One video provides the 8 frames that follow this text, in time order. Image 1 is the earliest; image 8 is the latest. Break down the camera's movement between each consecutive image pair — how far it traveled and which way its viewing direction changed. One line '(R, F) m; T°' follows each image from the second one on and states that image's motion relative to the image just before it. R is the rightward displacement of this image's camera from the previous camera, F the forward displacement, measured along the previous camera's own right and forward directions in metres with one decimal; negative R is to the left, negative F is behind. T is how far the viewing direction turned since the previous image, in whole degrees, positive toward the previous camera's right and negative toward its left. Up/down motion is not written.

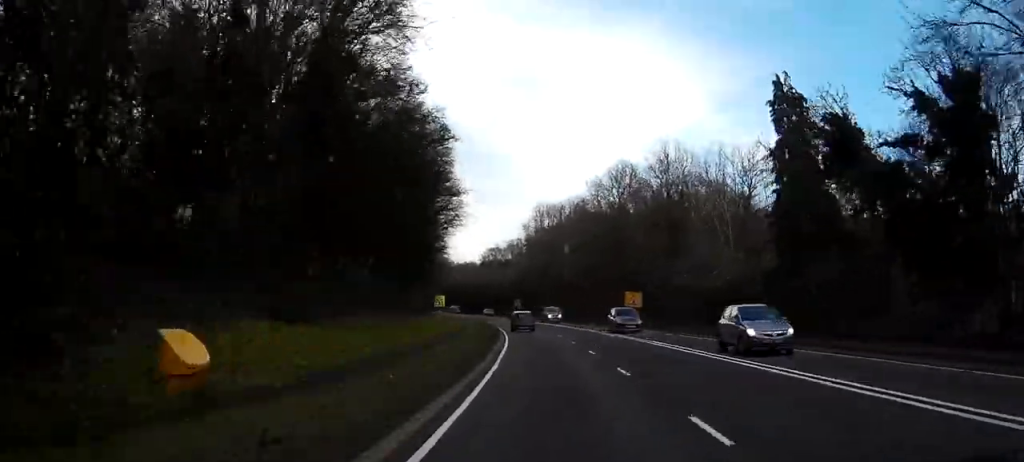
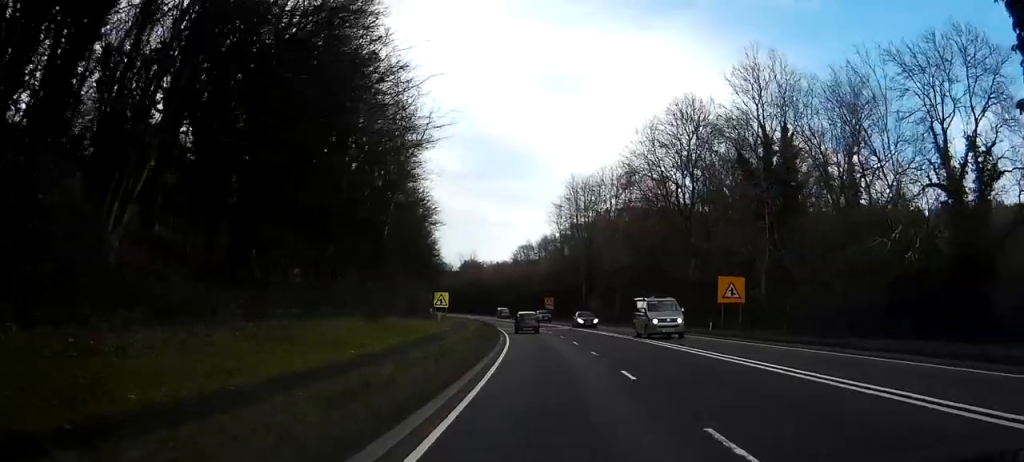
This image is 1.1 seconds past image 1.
(+0.1, +26.7) m; 0°
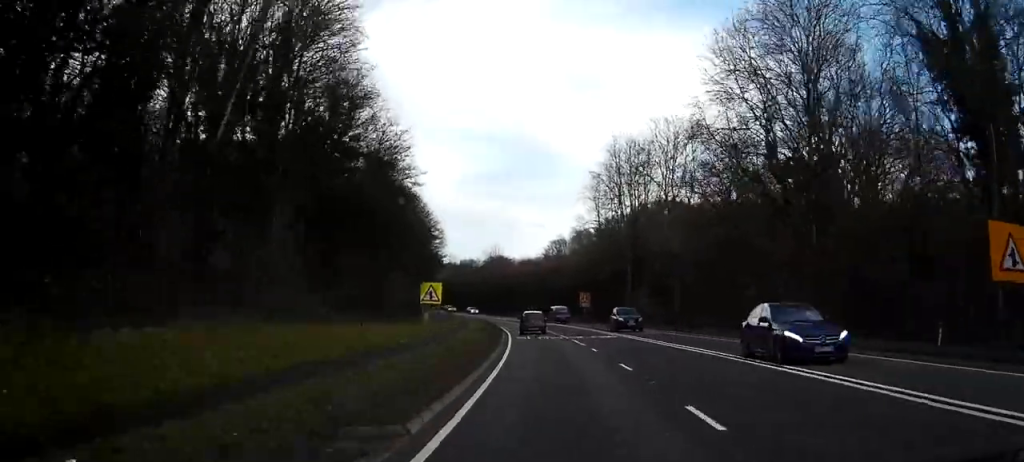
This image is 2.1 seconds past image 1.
(-0.2, +24.2) m; -2°
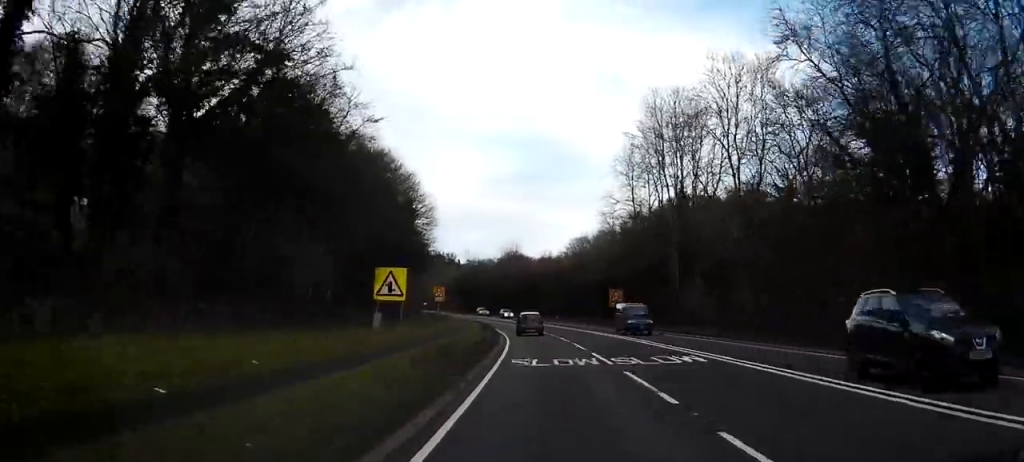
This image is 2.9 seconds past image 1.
(-0.3, +19.3) m; -2°
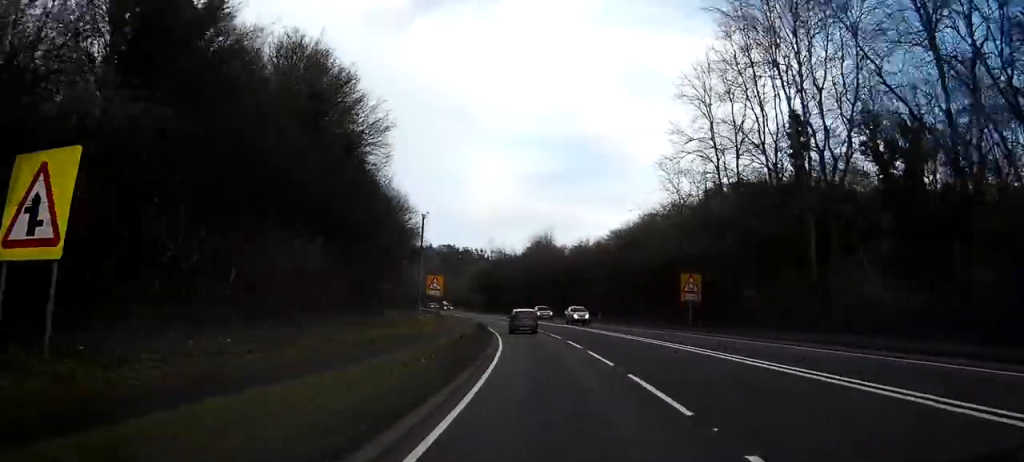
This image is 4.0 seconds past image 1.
(-0.6, +27.2) m; -3°
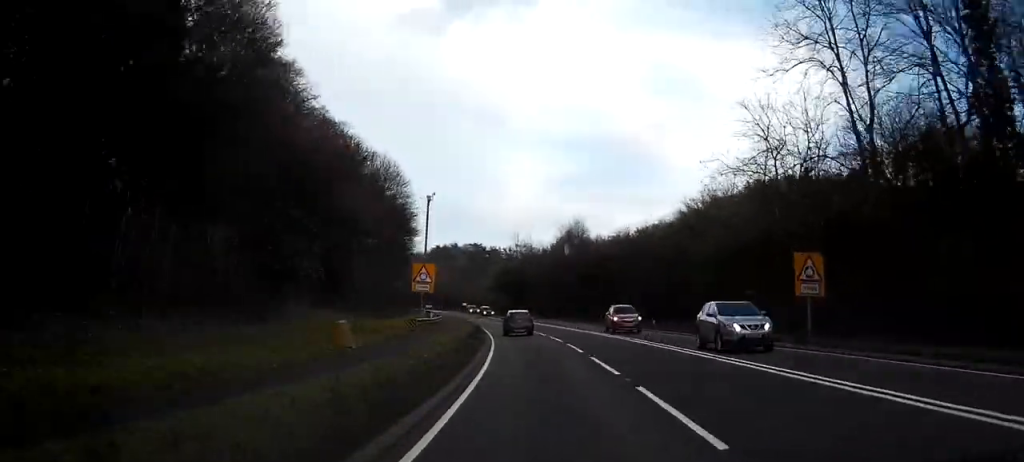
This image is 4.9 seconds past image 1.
(-0.5, +19.9) m; -3°
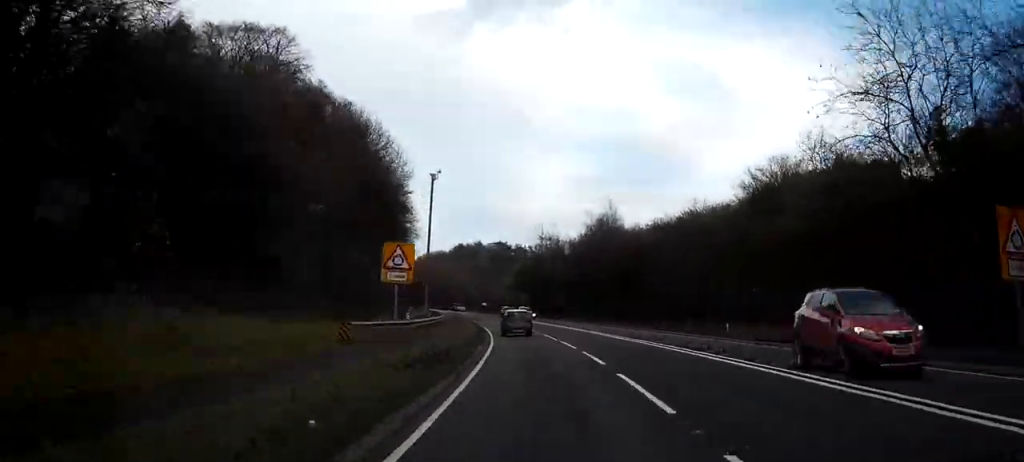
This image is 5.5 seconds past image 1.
(-0.2, +15.1) m; -2°
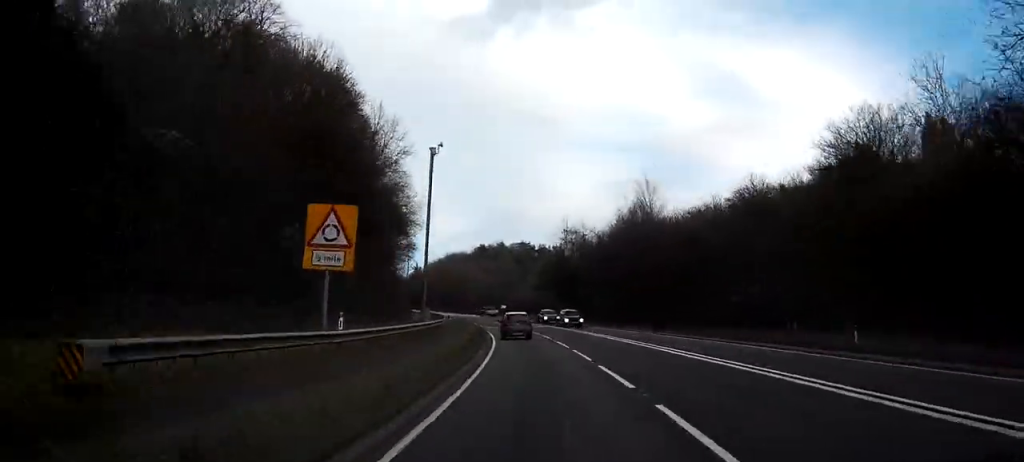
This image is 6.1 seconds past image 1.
(-0.1, +13.4) m; -2°
